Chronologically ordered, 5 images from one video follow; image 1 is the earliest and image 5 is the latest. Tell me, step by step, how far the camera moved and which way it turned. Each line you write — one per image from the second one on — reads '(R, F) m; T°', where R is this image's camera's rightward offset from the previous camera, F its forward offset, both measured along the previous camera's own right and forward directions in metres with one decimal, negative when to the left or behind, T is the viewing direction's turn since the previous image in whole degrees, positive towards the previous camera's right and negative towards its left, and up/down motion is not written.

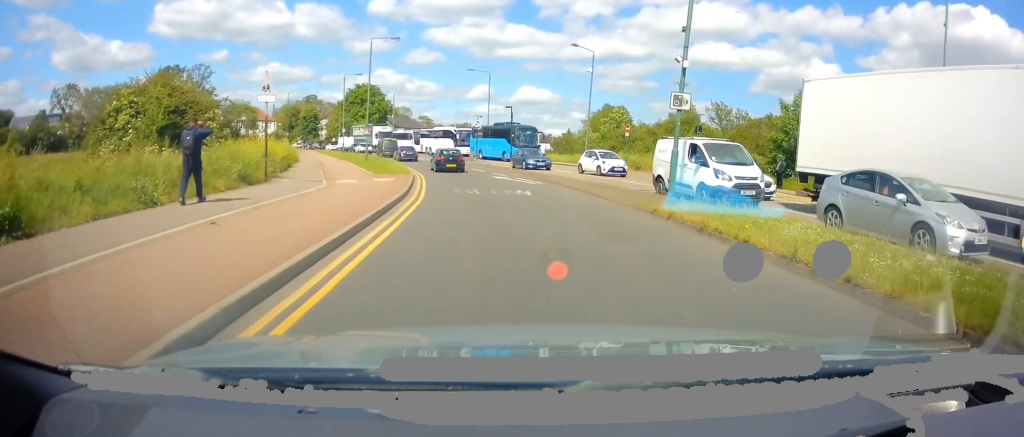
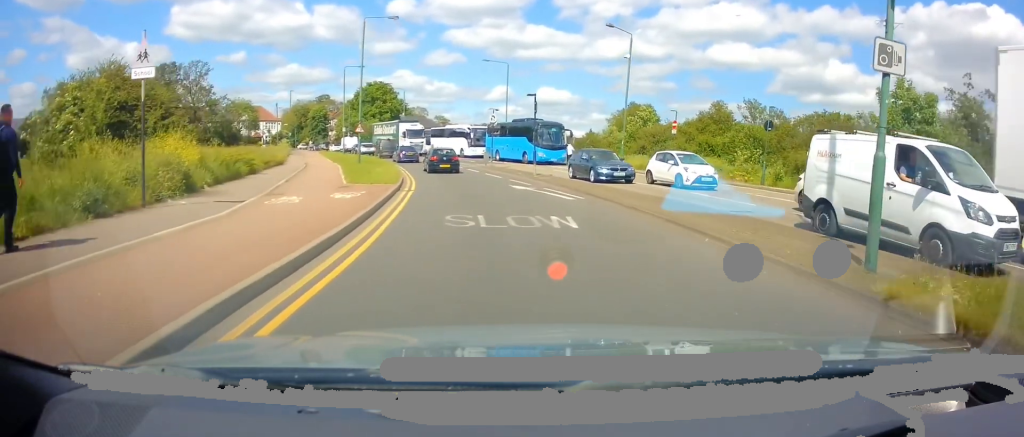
(0.0, +7.7) m; 0°
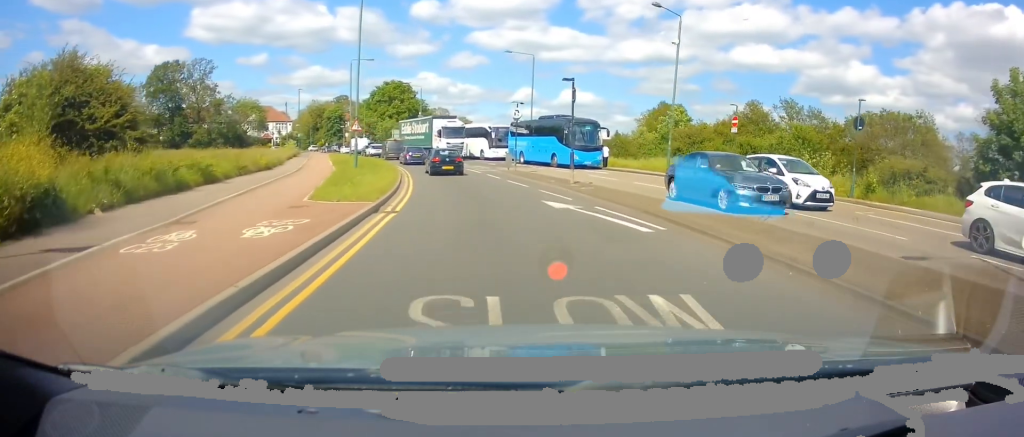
(0.0, +6.4) m; -1°
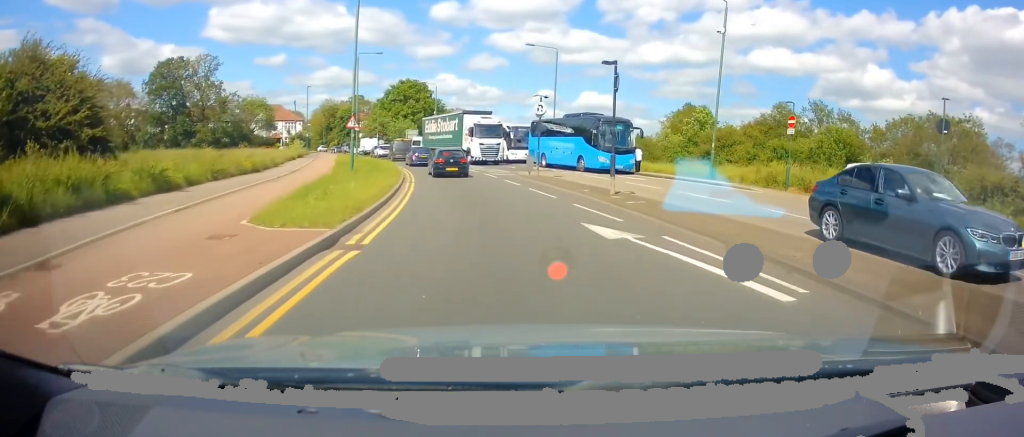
(0.0, +4.6) m; -2°
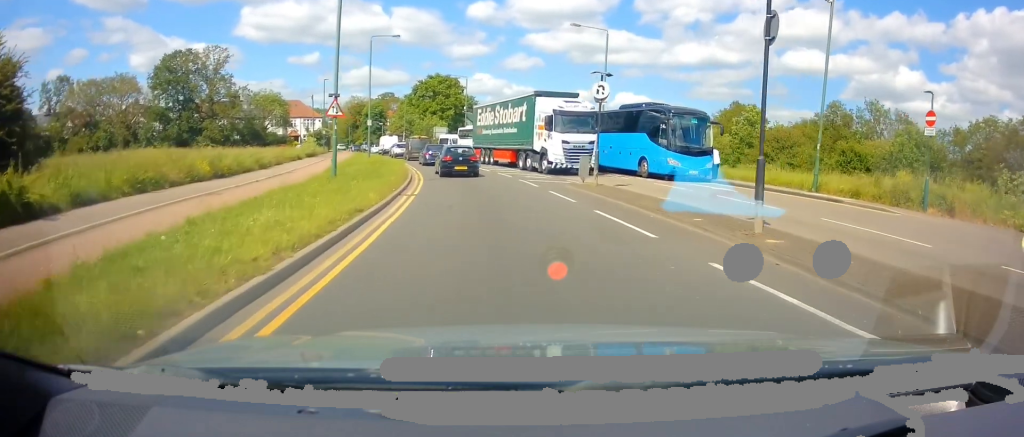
(-0.6, +8.2) m; -7°
